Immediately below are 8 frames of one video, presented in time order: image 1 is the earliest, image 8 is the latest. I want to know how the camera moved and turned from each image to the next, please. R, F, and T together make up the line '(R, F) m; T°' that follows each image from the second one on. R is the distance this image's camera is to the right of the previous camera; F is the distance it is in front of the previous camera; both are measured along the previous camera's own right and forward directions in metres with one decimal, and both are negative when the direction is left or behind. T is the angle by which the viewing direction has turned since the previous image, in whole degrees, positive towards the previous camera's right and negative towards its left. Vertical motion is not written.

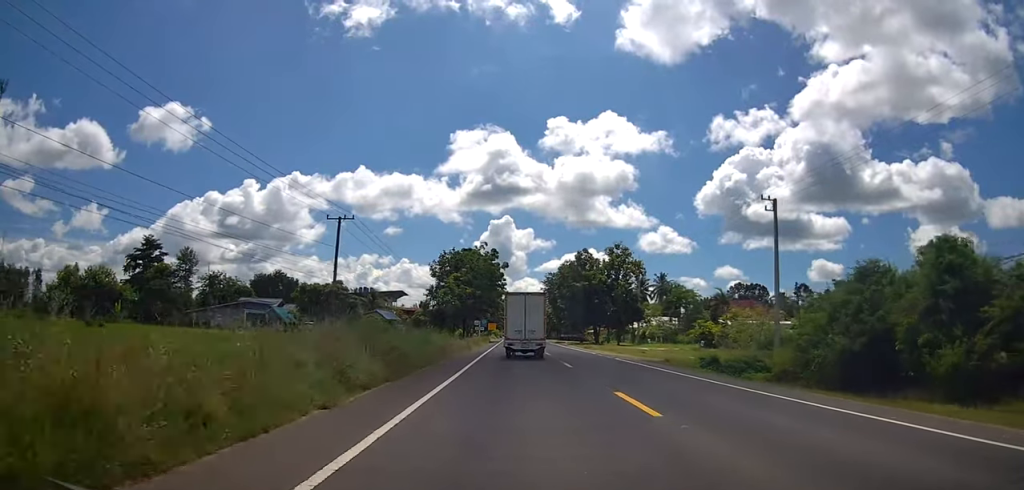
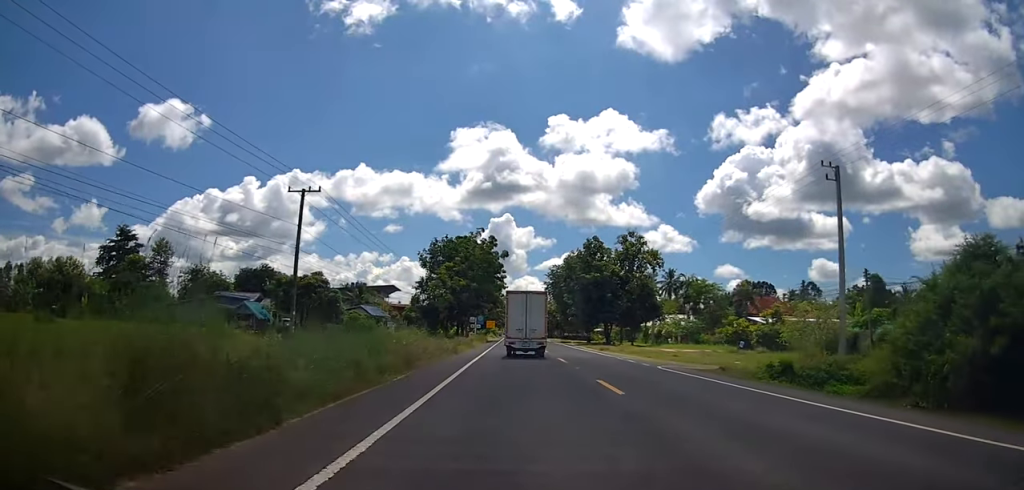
(-0.1, +9.1) m; +1°
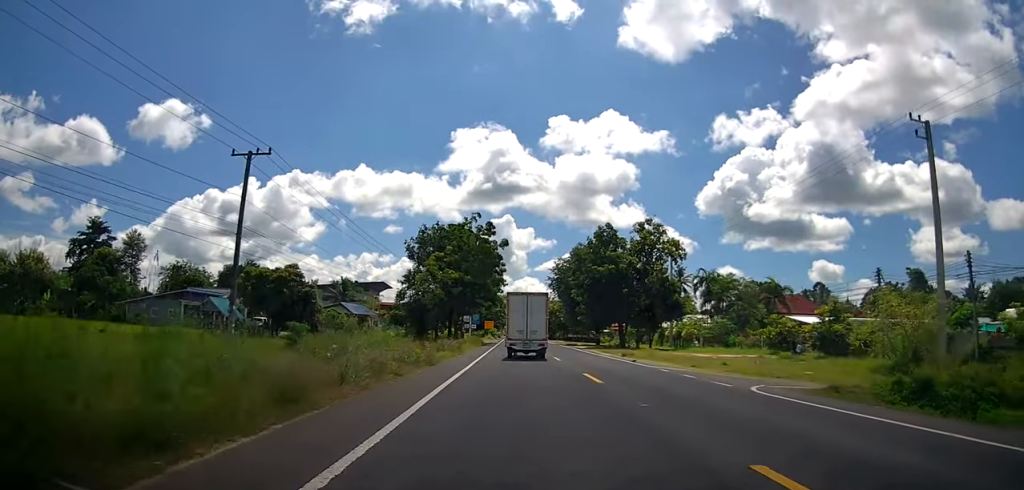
(+0.2, +9.1) m; +1°
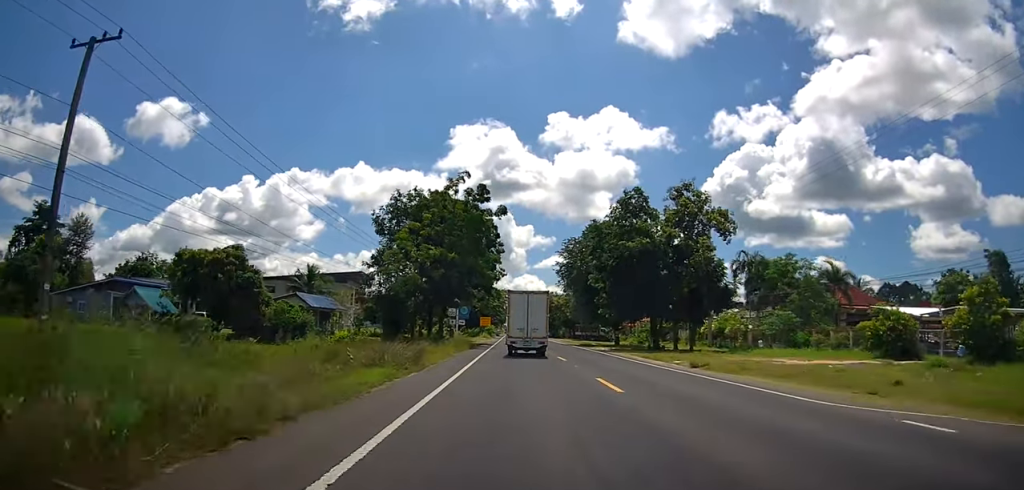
(+0.5, +14.3) m; 0°
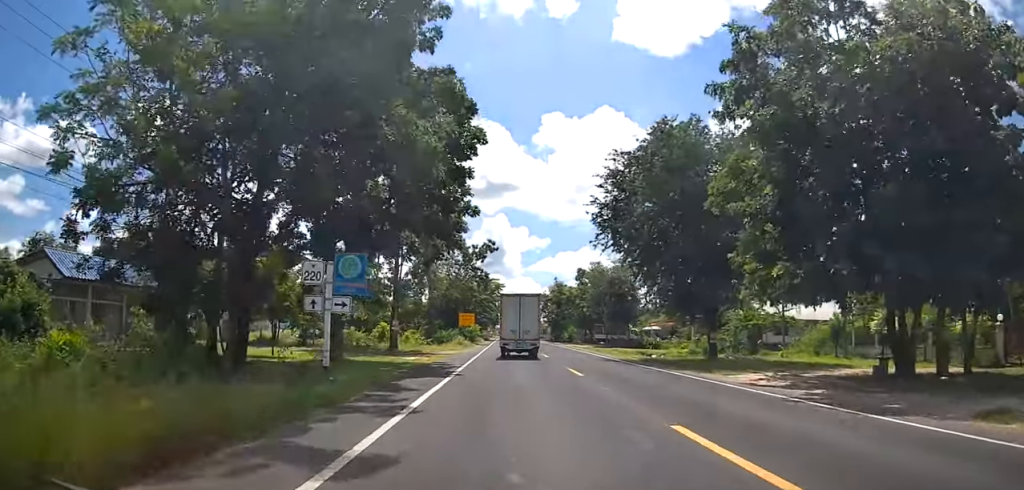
(-0.1, +31.2) m; 0°
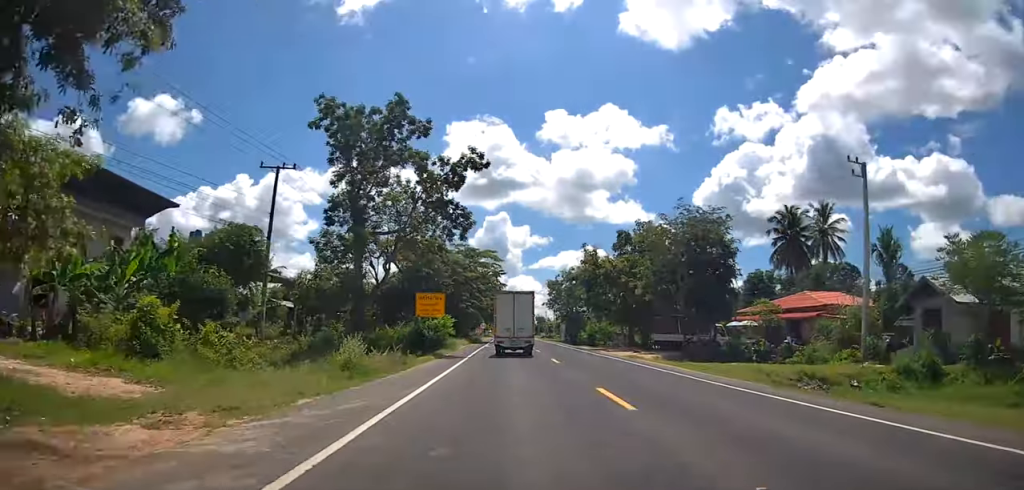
(-1.0, +31.1) m; -1°
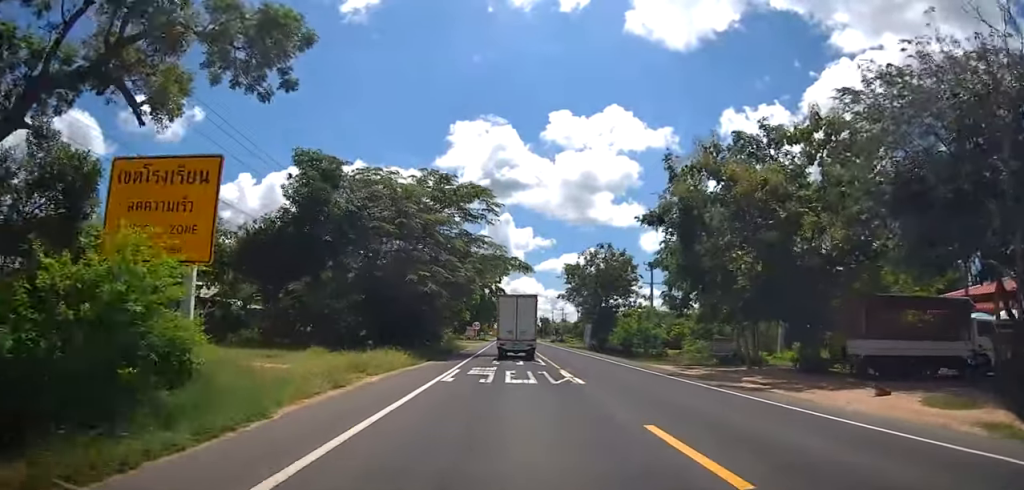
(+1.0, +28.6) m; +1°
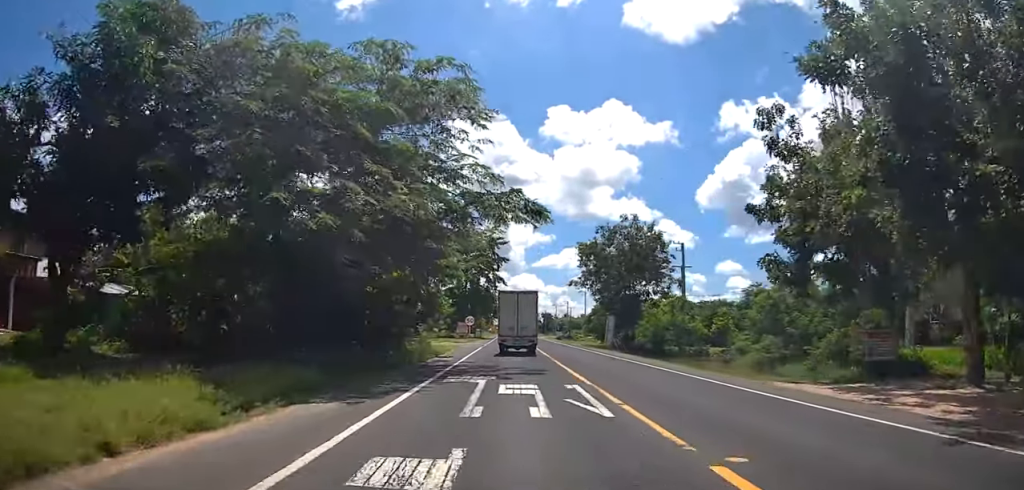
(-0.6, +14.7) m; -2°
